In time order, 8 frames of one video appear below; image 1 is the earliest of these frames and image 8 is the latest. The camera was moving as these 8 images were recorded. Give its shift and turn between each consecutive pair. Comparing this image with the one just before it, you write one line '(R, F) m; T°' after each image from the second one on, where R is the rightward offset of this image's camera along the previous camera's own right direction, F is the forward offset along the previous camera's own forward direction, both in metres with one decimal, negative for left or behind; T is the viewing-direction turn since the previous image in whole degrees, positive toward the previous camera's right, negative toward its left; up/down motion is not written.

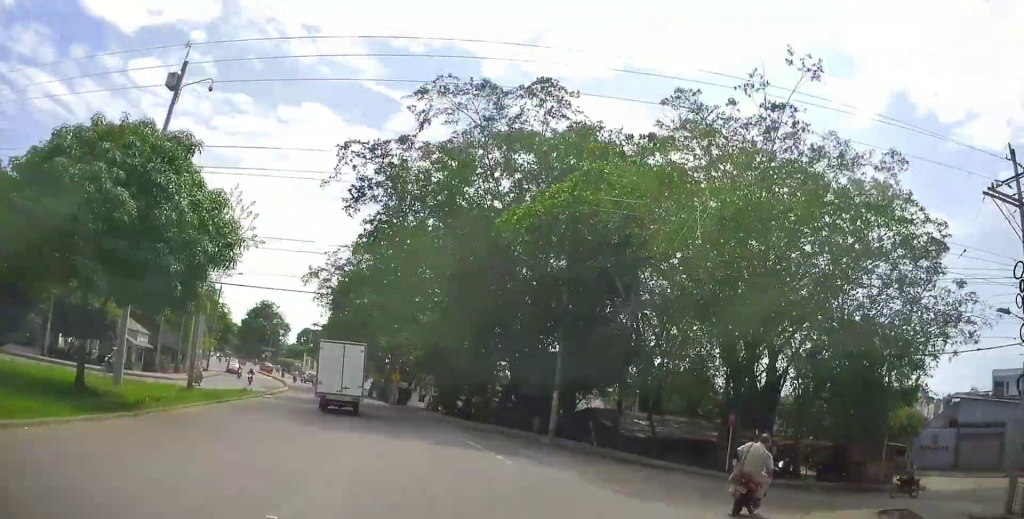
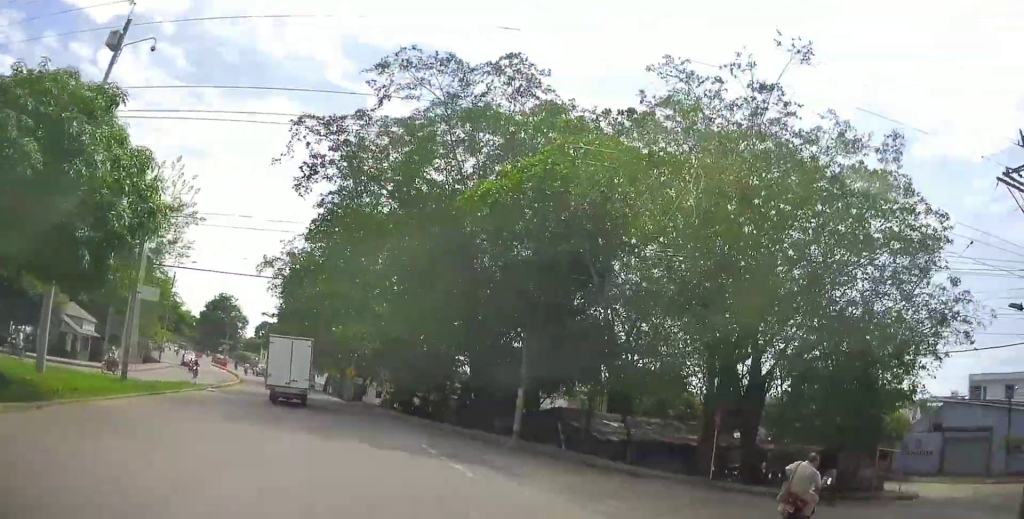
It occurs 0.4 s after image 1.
(+0.1, +2.6) m; +4°
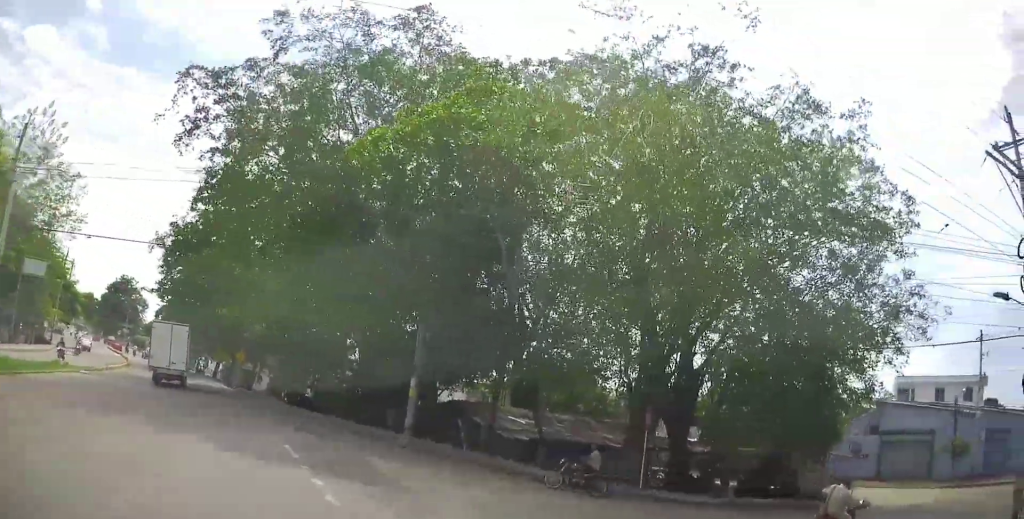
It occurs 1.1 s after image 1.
(0.0, +4.1) m; +4°
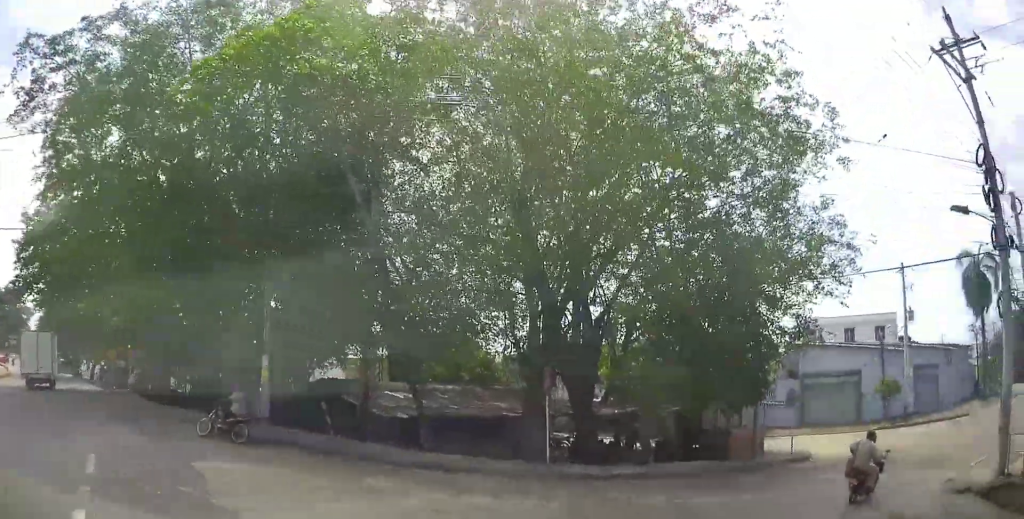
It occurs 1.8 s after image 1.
(+0.3, +4.4) m; +4°
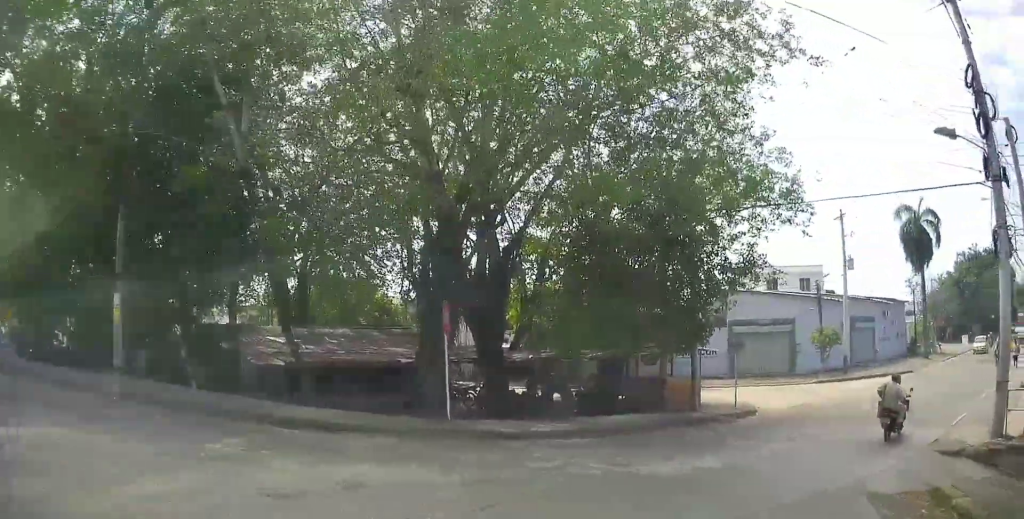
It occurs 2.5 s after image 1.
(+0.2, +4.6) m; +4°
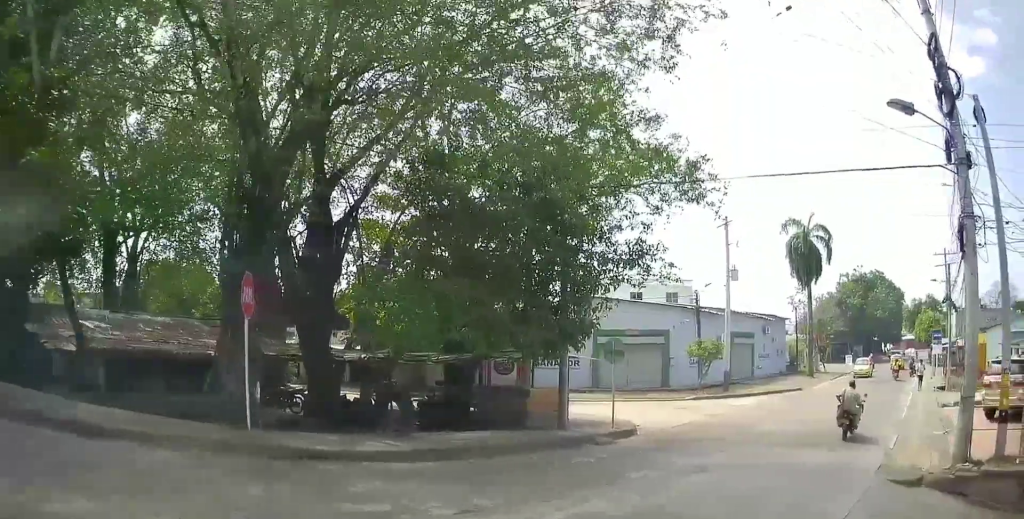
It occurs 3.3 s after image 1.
(-0.1, +5.4) m; +4°
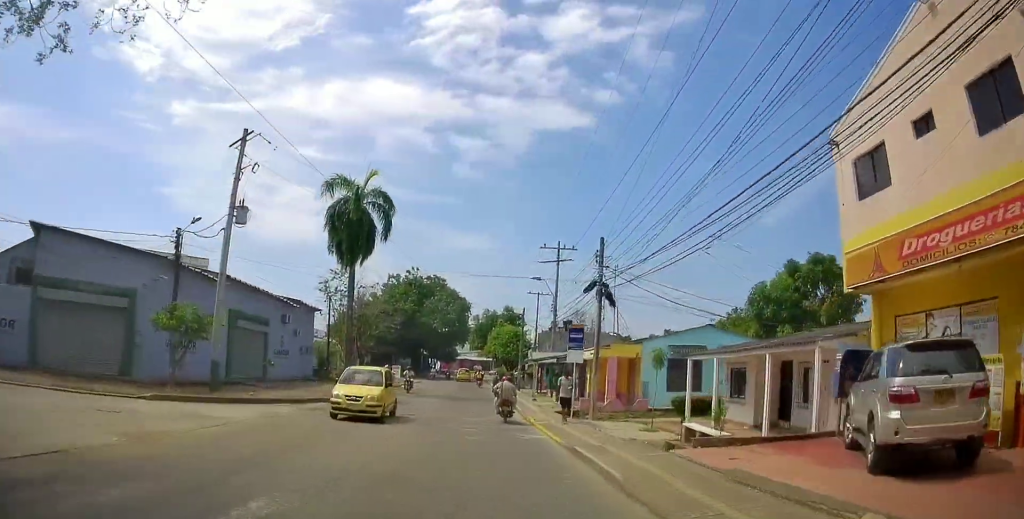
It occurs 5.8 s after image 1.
(+5.2, +13.3) m; +39°
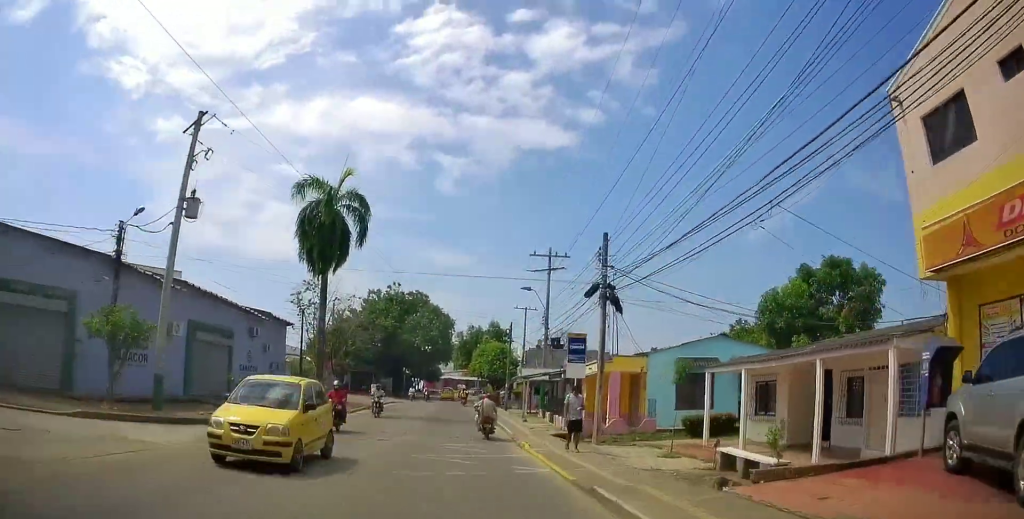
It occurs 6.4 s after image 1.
(+0.1, +3.1) m; +5°
